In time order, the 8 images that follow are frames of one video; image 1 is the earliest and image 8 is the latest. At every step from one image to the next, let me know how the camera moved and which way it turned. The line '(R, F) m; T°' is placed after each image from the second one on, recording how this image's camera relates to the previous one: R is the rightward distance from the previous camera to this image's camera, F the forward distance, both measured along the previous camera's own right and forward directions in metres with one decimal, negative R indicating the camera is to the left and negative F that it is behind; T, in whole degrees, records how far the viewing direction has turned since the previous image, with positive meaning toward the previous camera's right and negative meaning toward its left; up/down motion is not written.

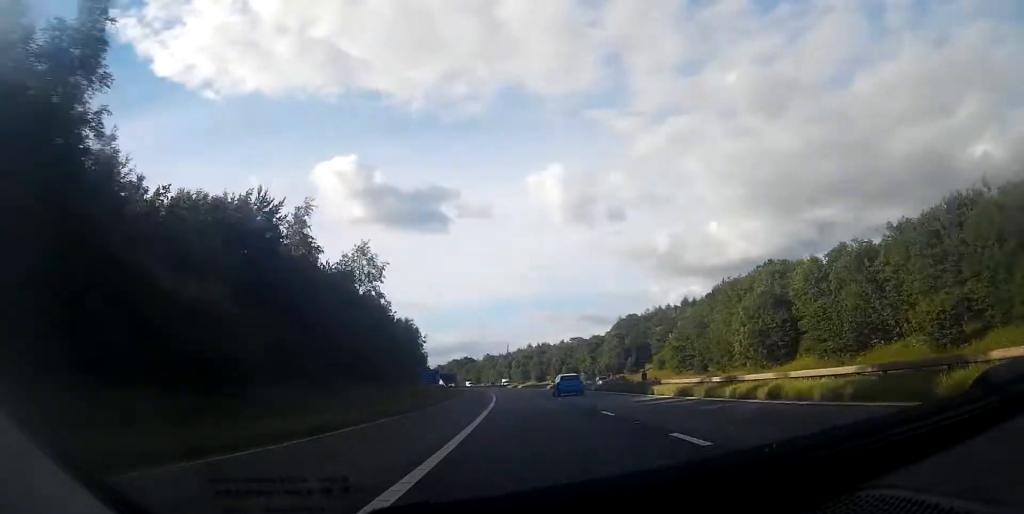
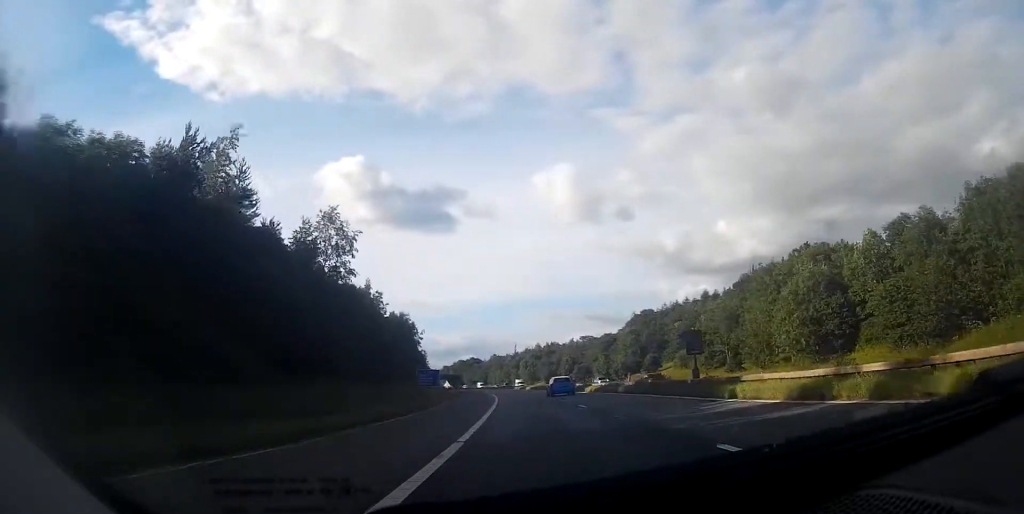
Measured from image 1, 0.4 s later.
(-0.2, +10.8) m; -1°
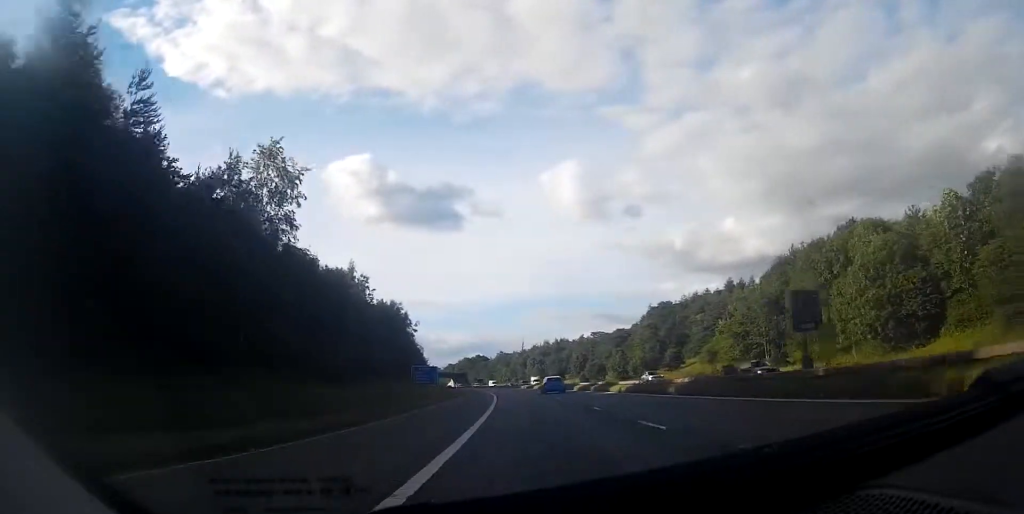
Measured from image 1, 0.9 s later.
(0.0, +11.6) m; -1°
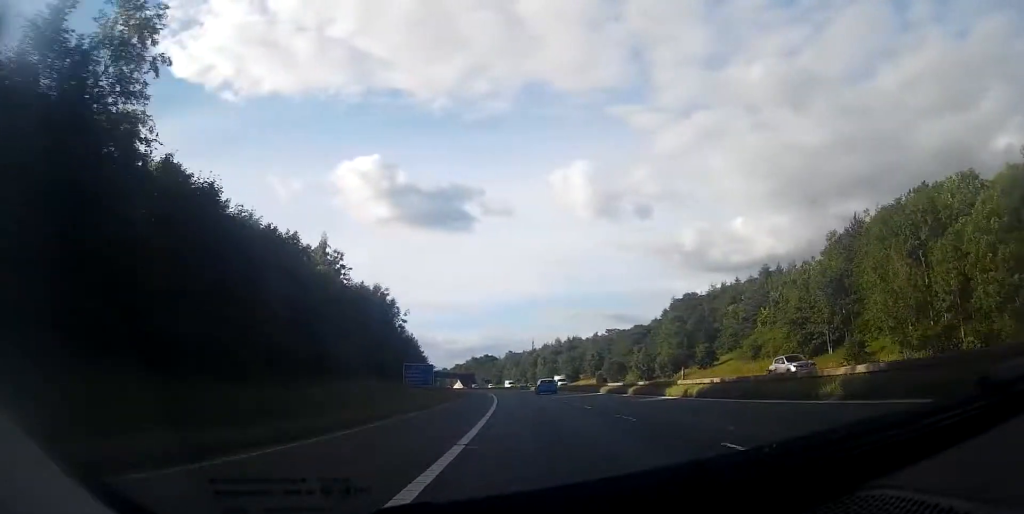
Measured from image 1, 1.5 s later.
(-0.2, +14.2) m; -1°
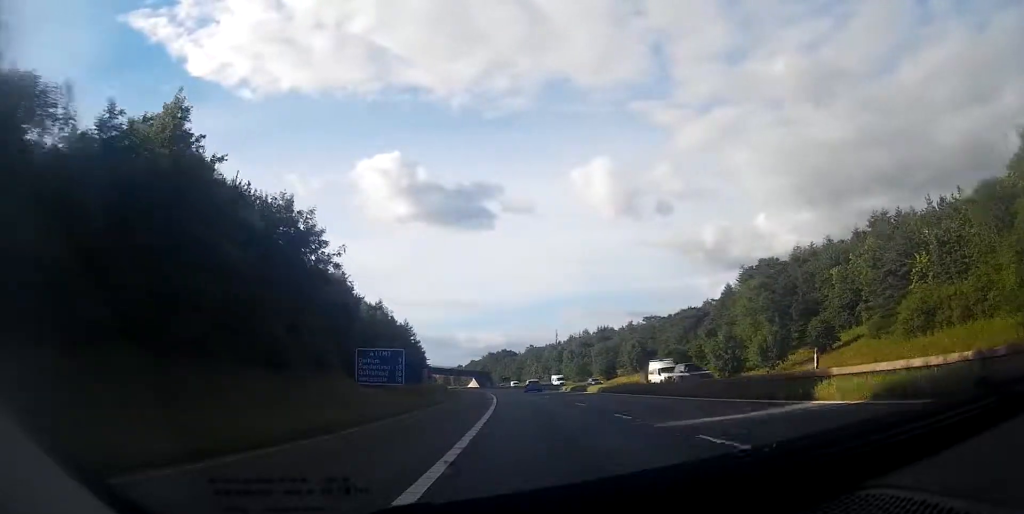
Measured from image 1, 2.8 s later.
(-0.8, +32.9) m; -2°
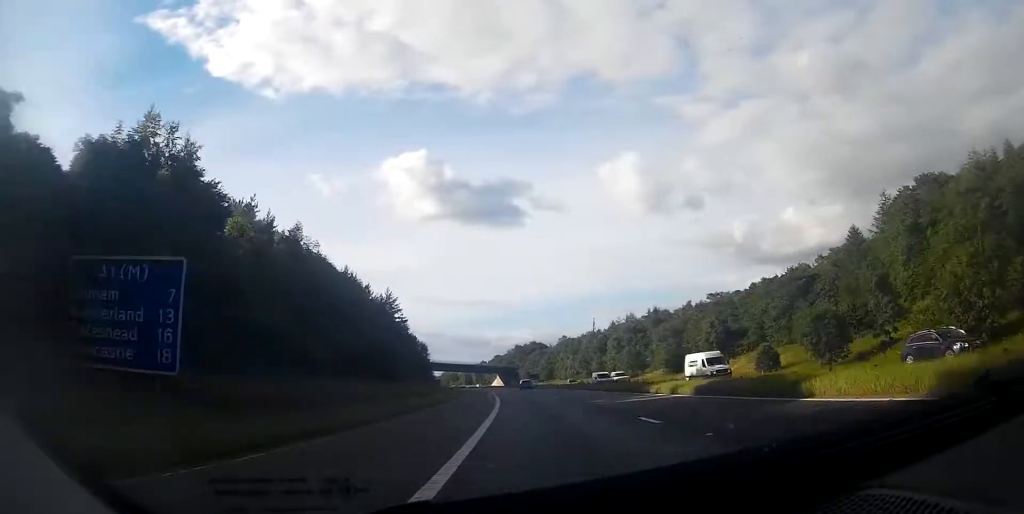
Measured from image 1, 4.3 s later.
(-0.8, +38.5) m; -2°
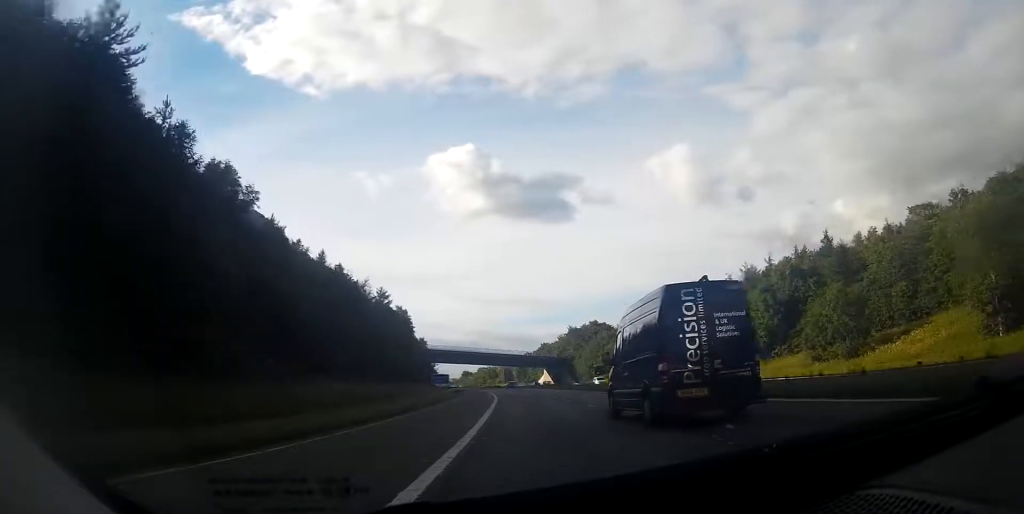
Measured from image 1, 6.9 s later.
(-2.5, +68.0) m; -4°
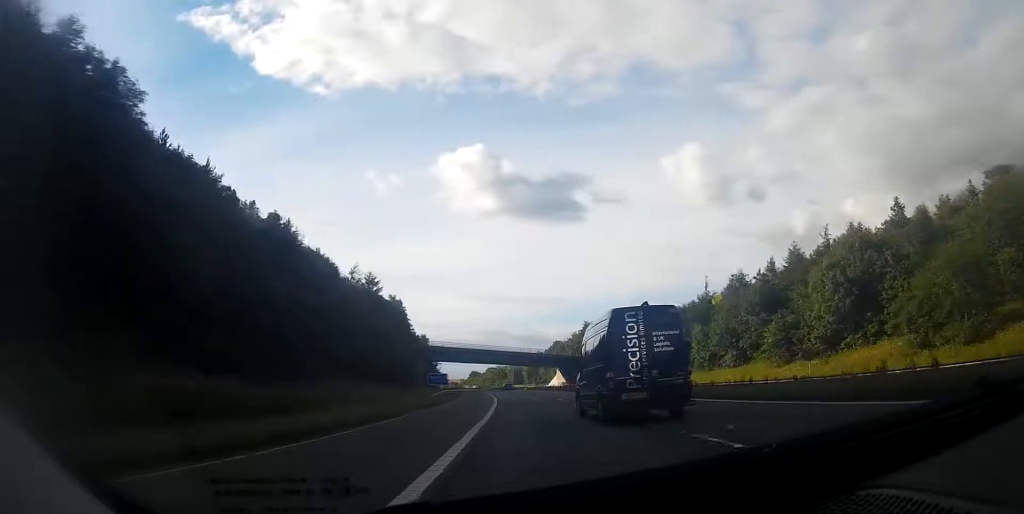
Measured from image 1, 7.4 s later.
(-0.1, +15.1) m; -1°
